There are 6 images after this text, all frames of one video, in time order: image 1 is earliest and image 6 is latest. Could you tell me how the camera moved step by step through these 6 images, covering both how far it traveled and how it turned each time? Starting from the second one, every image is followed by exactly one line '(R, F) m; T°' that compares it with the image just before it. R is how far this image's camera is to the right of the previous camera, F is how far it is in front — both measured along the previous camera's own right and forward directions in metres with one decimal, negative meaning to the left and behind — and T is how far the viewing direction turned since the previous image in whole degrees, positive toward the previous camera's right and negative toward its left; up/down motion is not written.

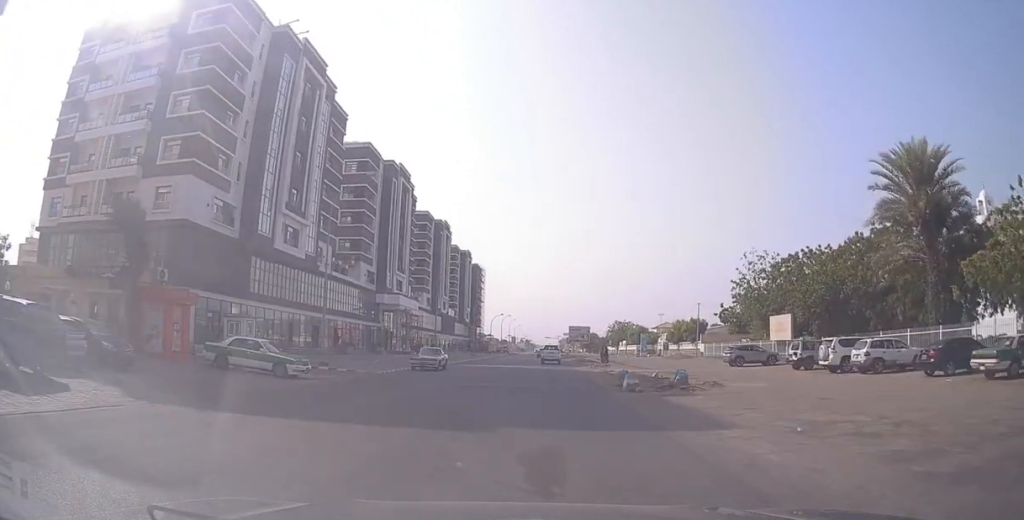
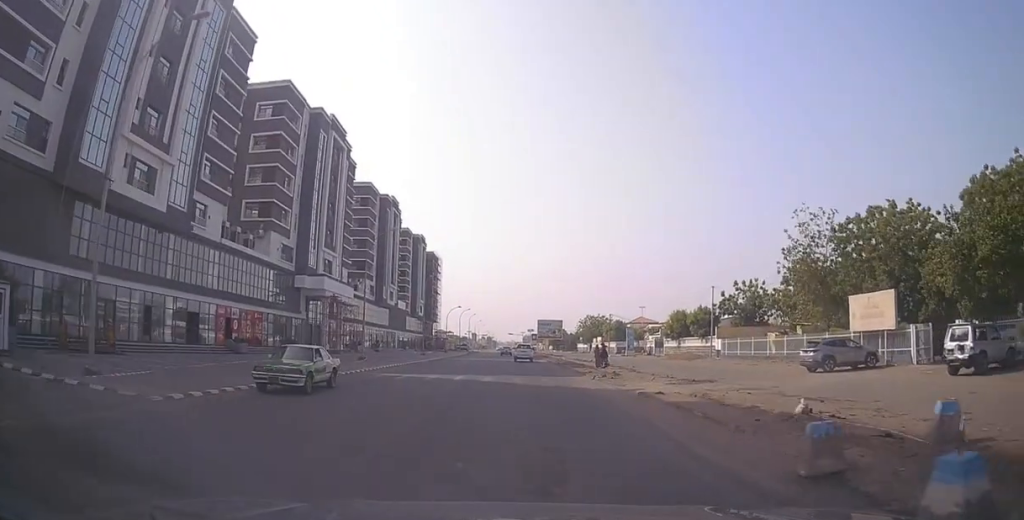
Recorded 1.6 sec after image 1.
(+0.7, +18.8) m; +7°
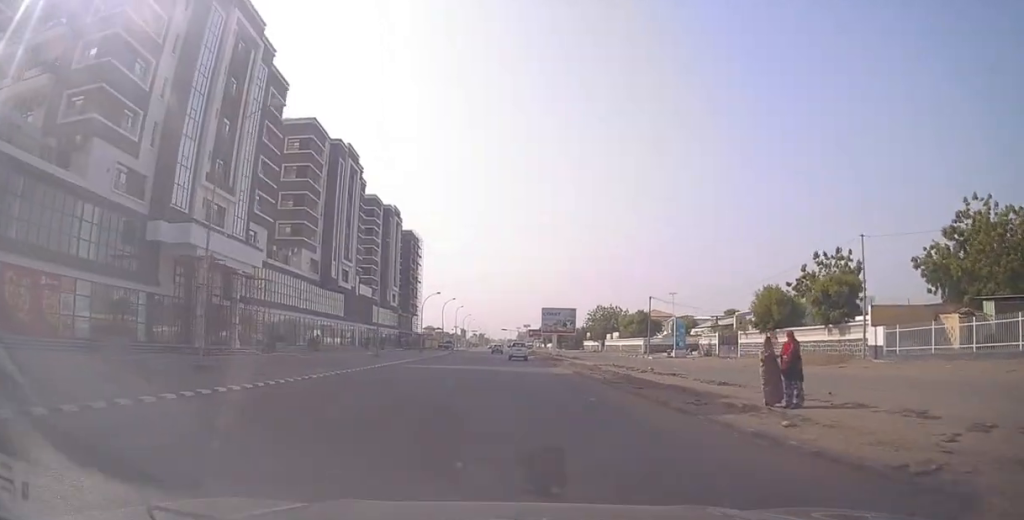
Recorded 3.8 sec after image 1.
(-0.1, +28.2) m; -3°
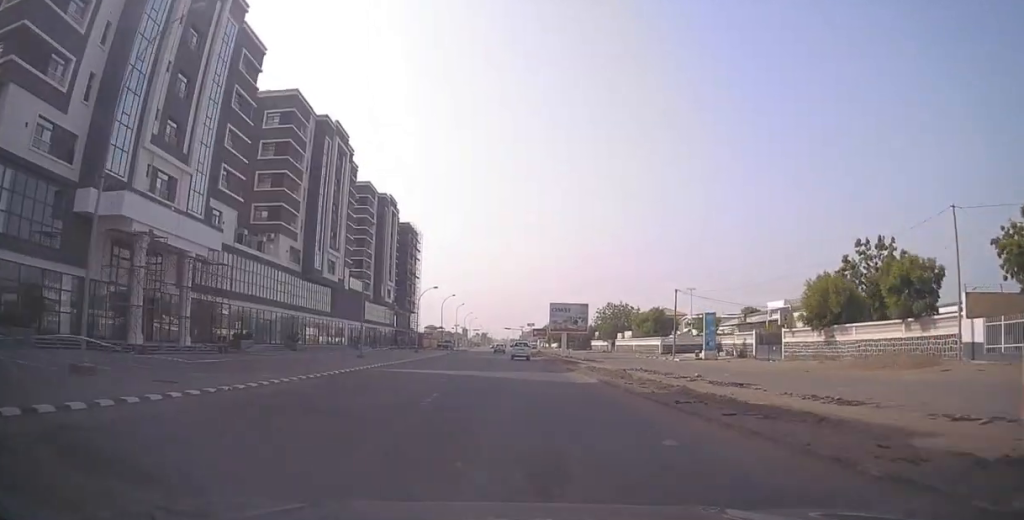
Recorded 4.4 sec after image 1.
(-0.2, +8.1) m; 0°
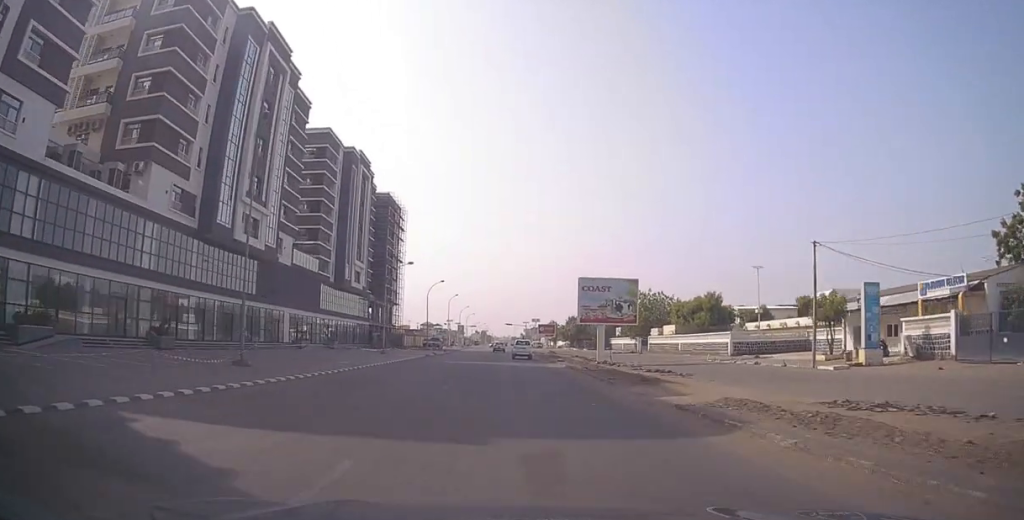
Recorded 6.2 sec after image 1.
(+0.5, +23.8) m; +2°
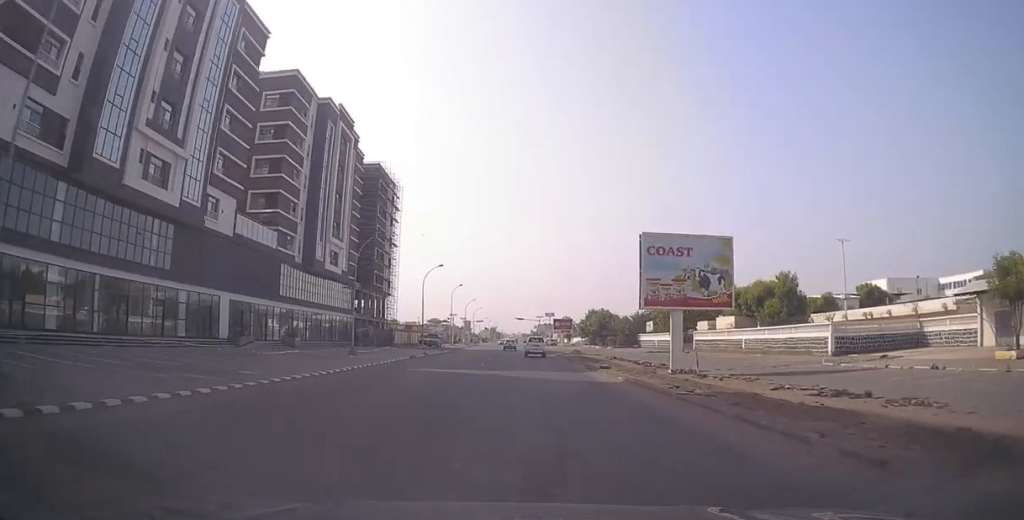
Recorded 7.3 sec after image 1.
(+0.1, +15.9) m; -1°
